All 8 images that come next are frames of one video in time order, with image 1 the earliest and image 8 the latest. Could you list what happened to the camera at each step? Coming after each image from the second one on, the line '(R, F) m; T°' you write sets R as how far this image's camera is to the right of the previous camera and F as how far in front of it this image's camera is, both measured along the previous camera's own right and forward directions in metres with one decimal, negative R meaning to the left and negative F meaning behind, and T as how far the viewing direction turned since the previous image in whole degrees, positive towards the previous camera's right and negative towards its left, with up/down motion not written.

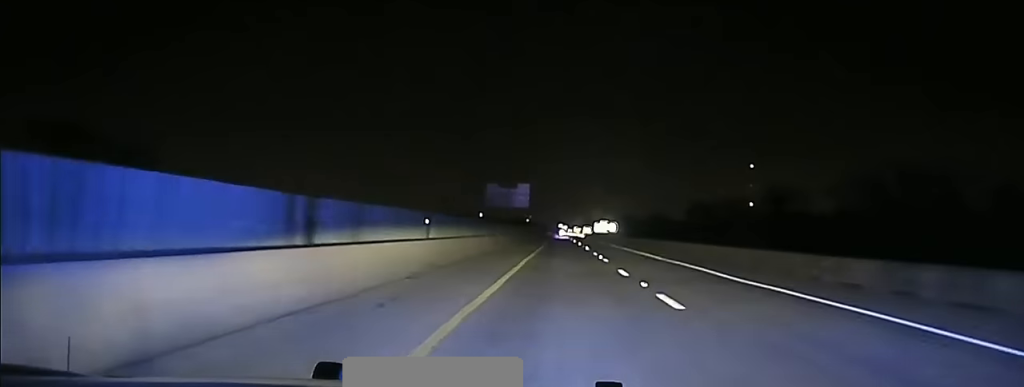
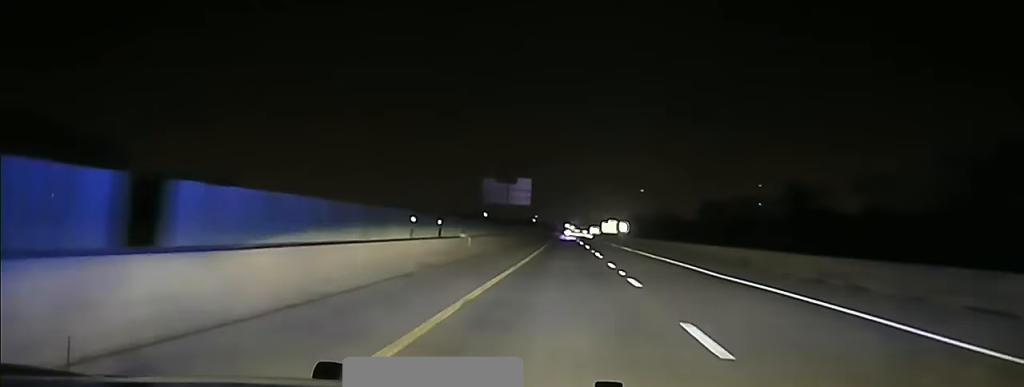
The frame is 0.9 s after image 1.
(-0.1, +17.4) m; 0°
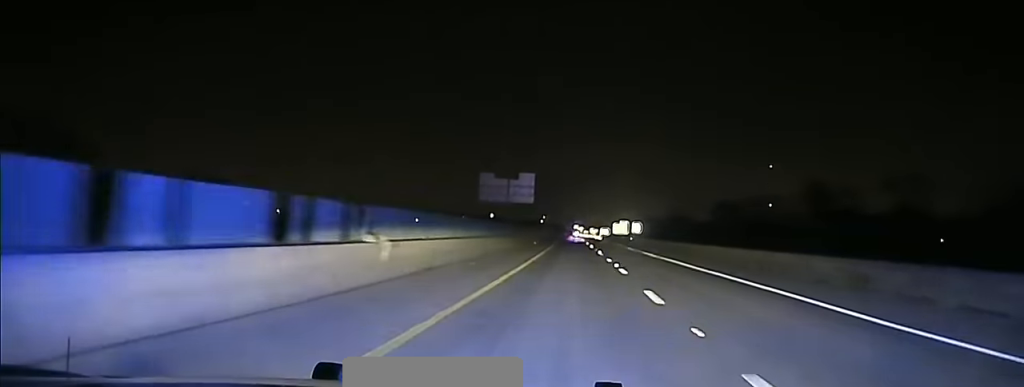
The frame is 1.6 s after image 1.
(0.0, +17.3) m; 0°
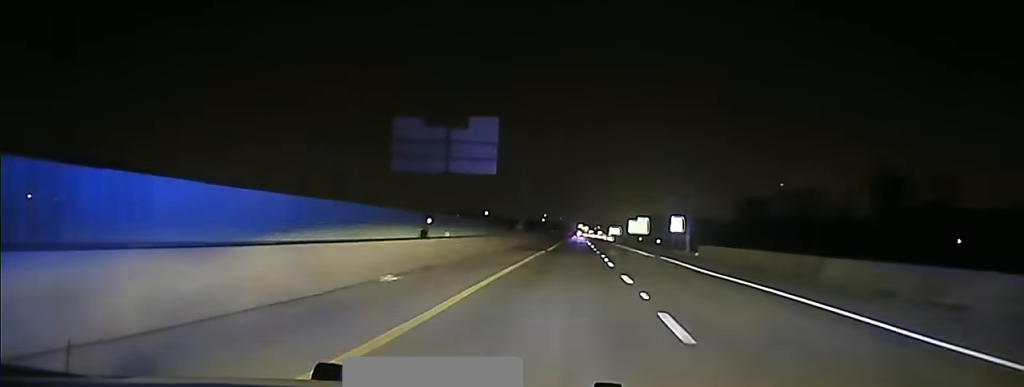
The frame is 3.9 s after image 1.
(-0.4, +68.1) m; 0°
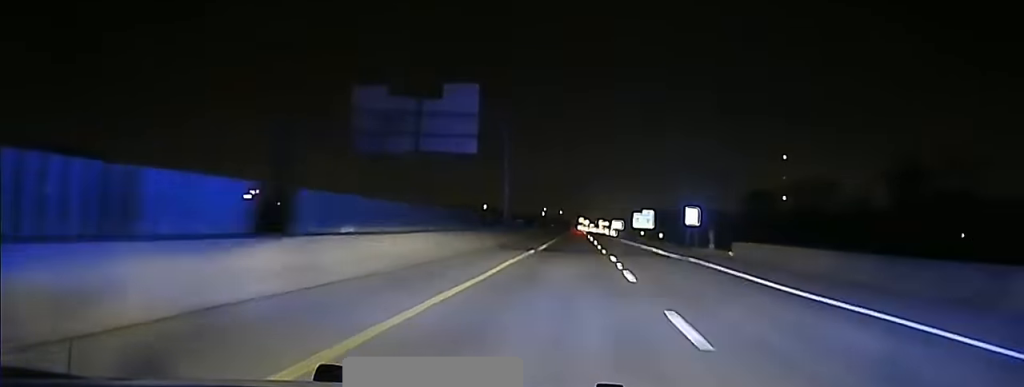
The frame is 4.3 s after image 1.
(+0.1, +14.7) m; 0°
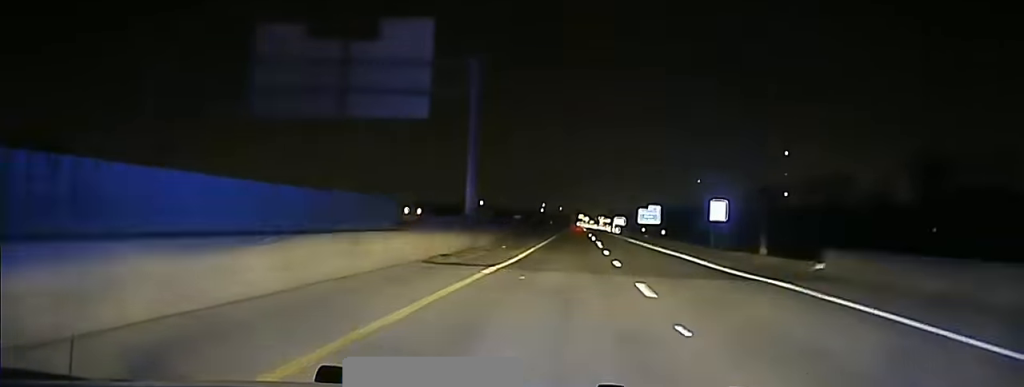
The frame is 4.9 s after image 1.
(+0.1, +20.6) m; 0°
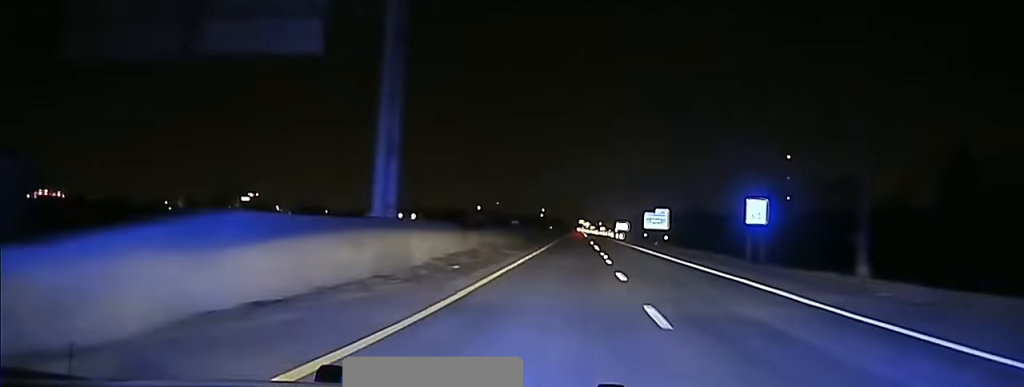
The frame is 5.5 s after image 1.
(-0.3, +19.7) m; 0°
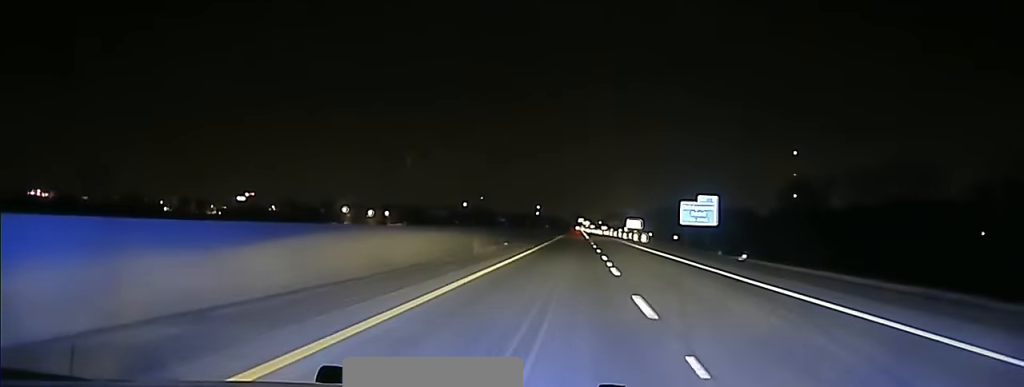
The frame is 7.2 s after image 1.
(+0.4, +67.2) m; +1°
